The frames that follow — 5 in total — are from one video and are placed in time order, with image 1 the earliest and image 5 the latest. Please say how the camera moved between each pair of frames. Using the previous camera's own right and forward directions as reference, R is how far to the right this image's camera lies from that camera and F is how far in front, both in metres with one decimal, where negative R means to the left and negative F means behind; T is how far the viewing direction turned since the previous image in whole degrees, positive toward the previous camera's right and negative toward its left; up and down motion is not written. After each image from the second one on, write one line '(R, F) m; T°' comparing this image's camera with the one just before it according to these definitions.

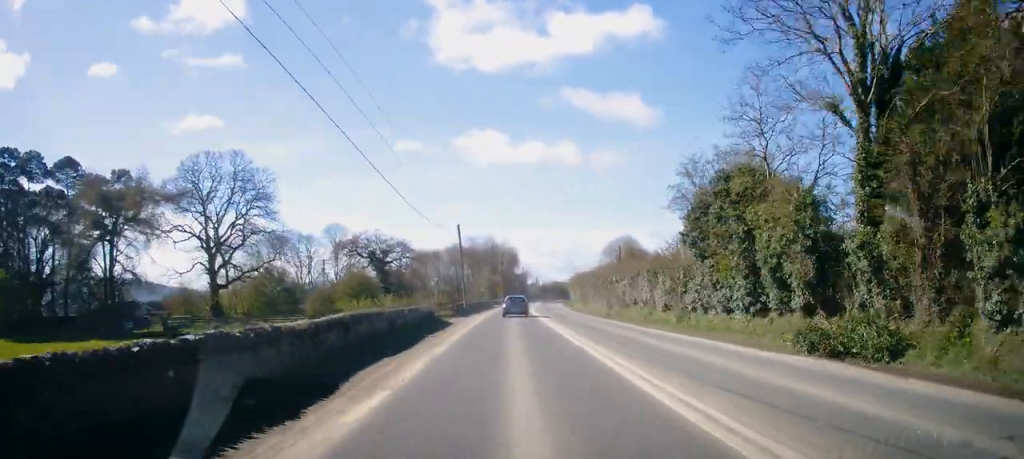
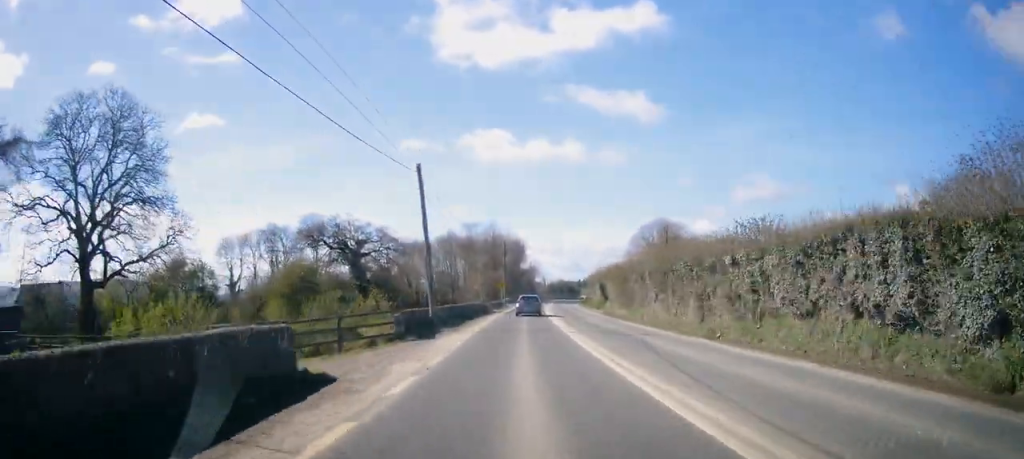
(-0.5, +22.1) m; -1°
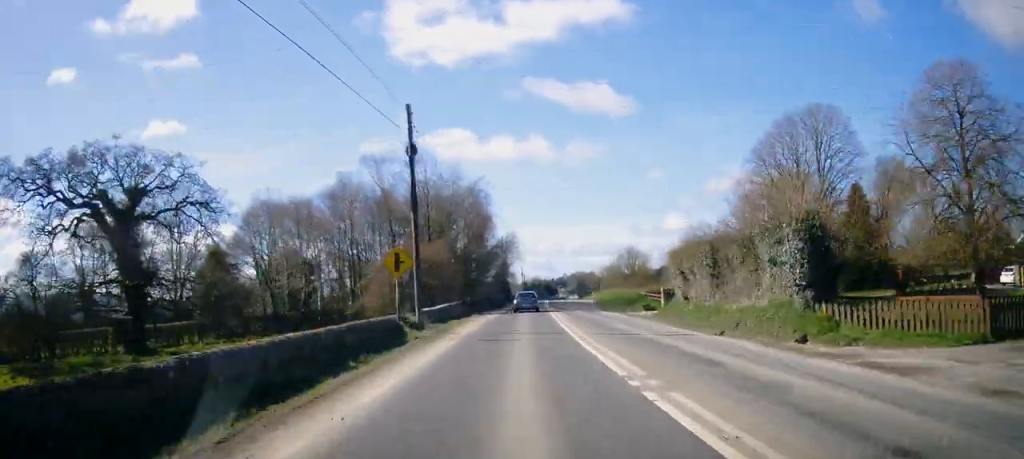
(+1.9, +52.4) m; +4°
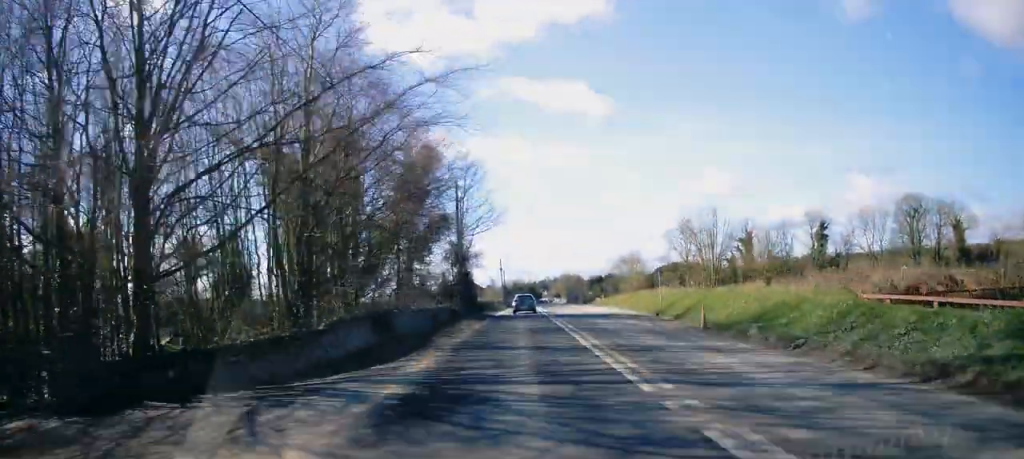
(0.0, +40.2) m; +2°
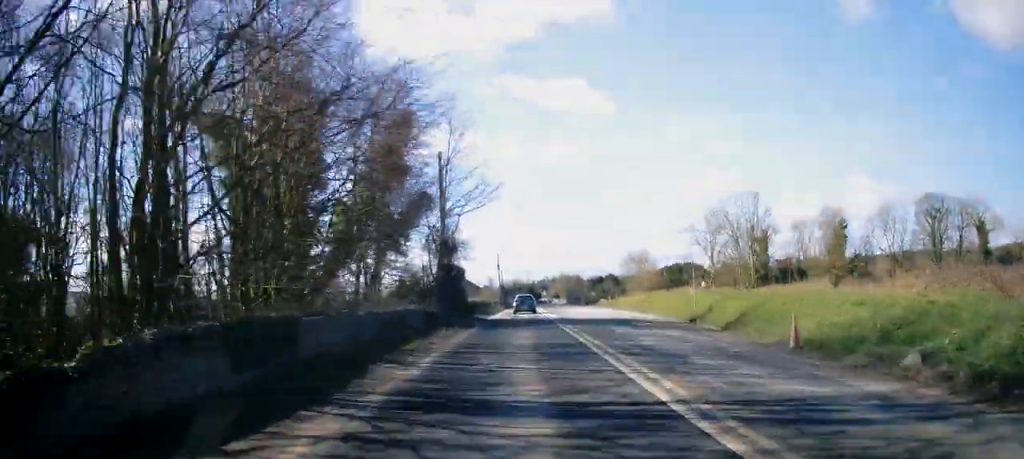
(+0.3, +7.8) m; +1°
